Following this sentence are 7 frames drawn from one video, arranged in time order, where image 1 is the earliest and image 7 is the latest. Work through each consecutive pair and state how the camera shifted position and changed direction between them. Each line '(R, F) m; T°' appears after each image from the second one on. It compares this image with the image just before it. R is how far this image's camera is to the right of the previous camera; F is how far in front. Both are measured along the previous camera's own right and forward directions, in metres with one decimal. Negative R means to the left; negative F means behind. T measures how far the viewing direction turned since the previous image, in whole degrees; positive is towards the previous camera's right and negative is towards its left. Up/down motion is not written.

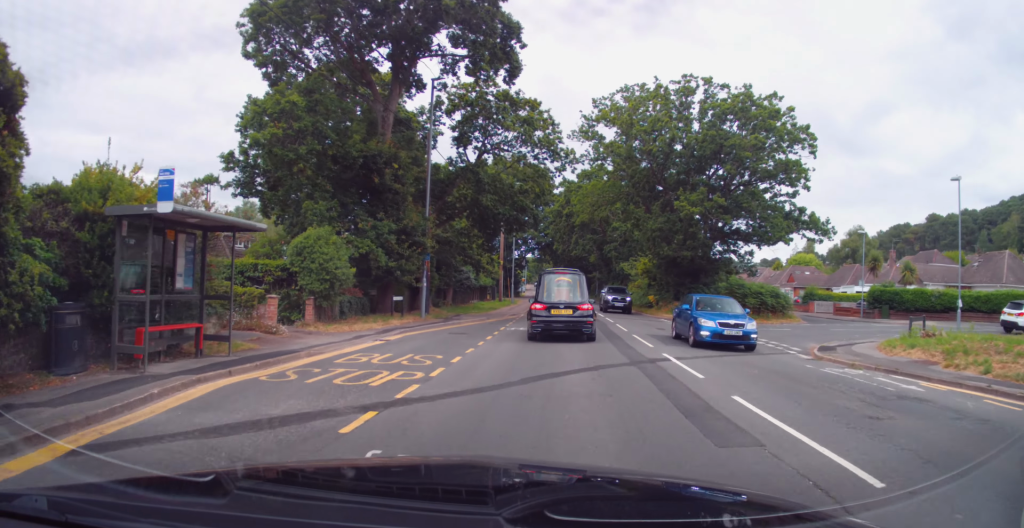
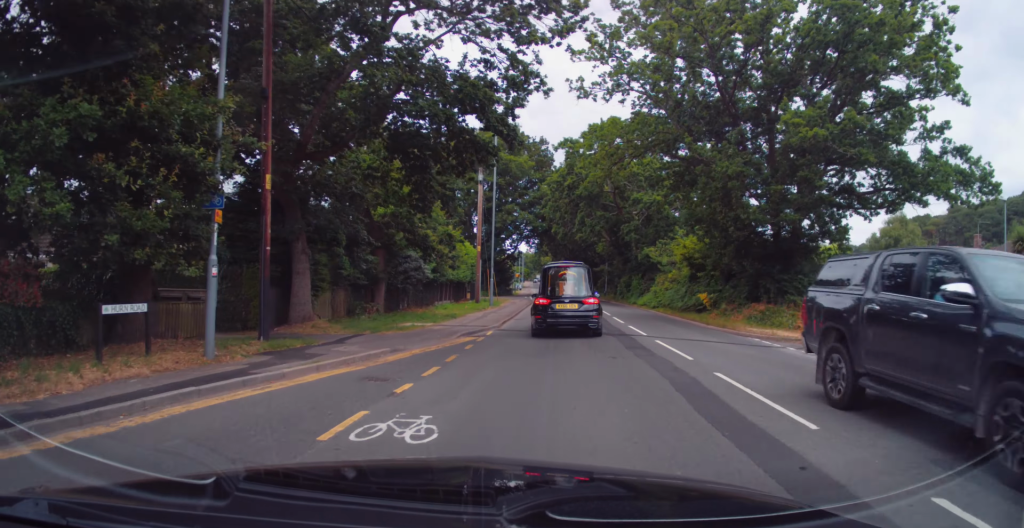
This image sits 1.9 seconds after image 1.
(0.0, +16.5) m; -2°
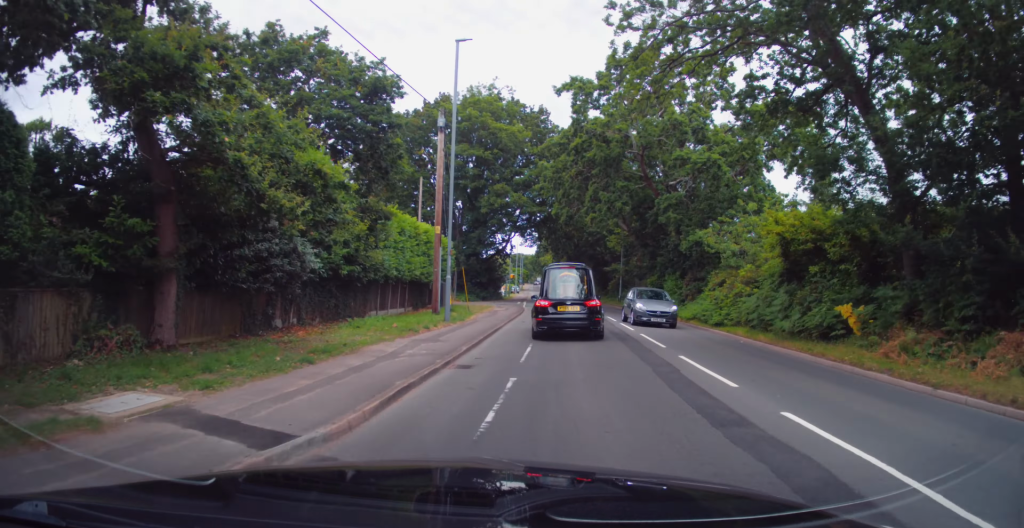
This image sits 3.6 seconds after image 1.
(-0.2, +15.2) m; 0°
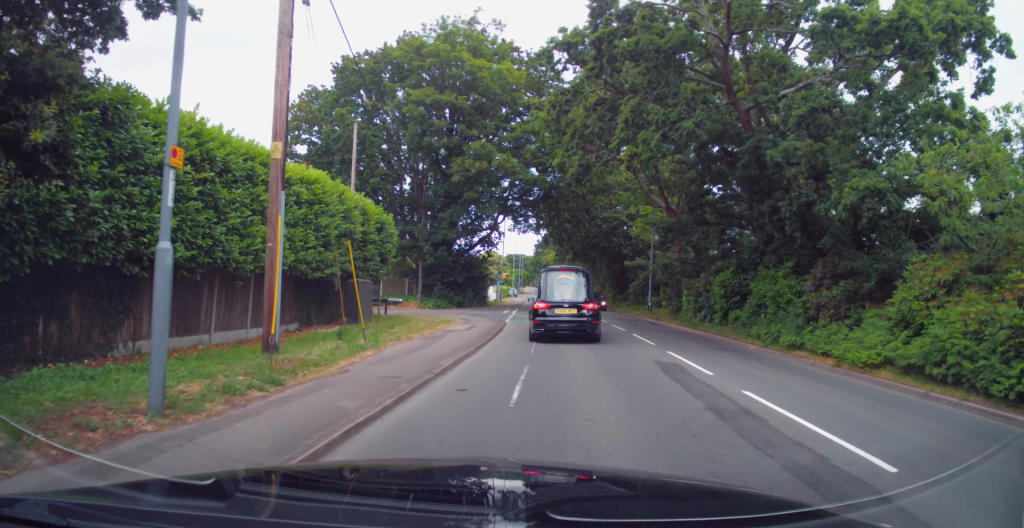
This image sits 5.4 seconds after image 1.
(-0.3, +16.3) m; -3°
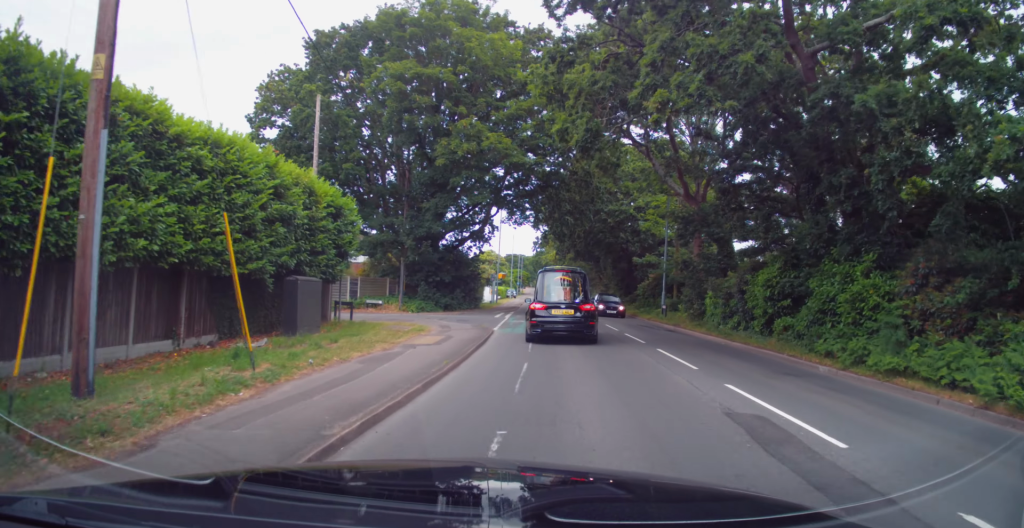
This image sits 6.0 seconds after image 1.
(-0.1, +5.0) m; 0°
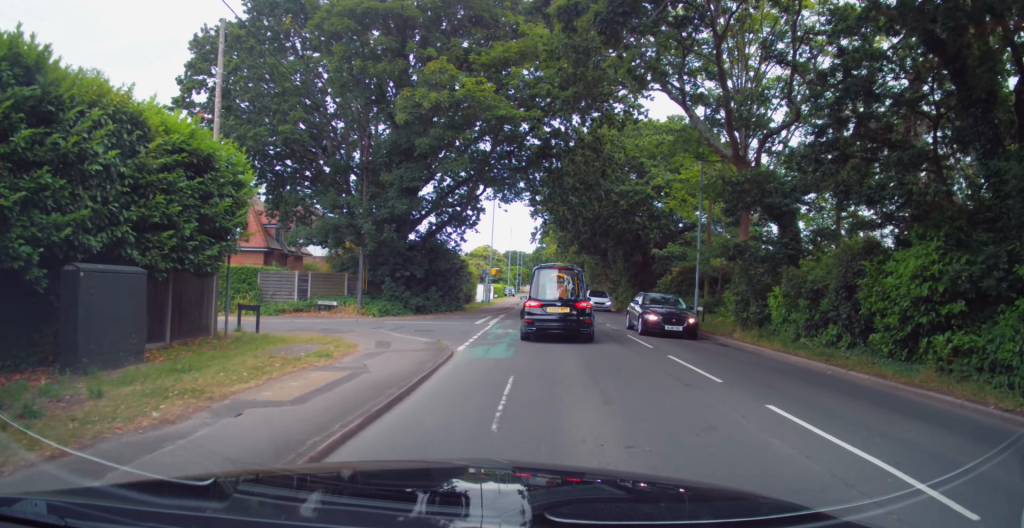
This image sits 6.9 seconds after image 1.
(+0.1, +8.0) m; +1°
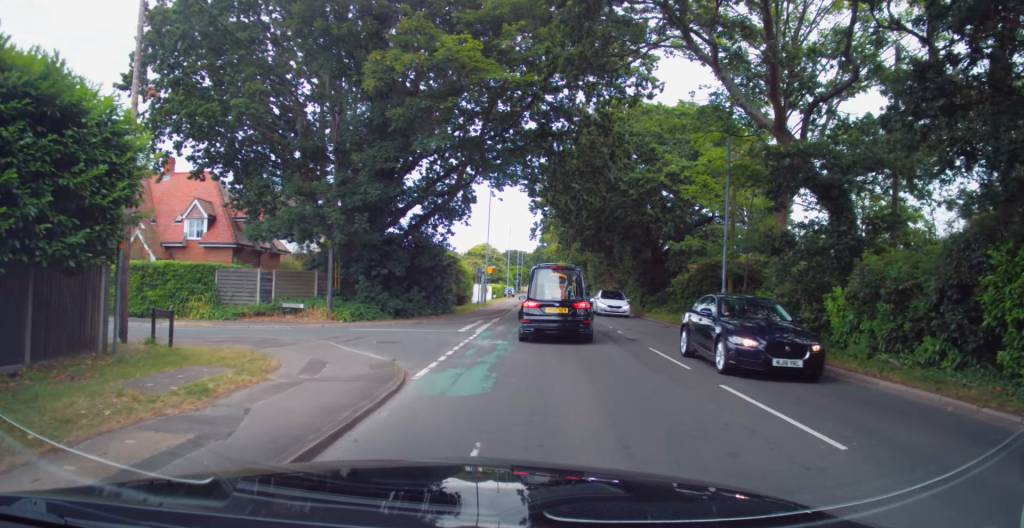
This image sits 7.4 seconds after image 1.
(0.0, +4.1) m; +1°
